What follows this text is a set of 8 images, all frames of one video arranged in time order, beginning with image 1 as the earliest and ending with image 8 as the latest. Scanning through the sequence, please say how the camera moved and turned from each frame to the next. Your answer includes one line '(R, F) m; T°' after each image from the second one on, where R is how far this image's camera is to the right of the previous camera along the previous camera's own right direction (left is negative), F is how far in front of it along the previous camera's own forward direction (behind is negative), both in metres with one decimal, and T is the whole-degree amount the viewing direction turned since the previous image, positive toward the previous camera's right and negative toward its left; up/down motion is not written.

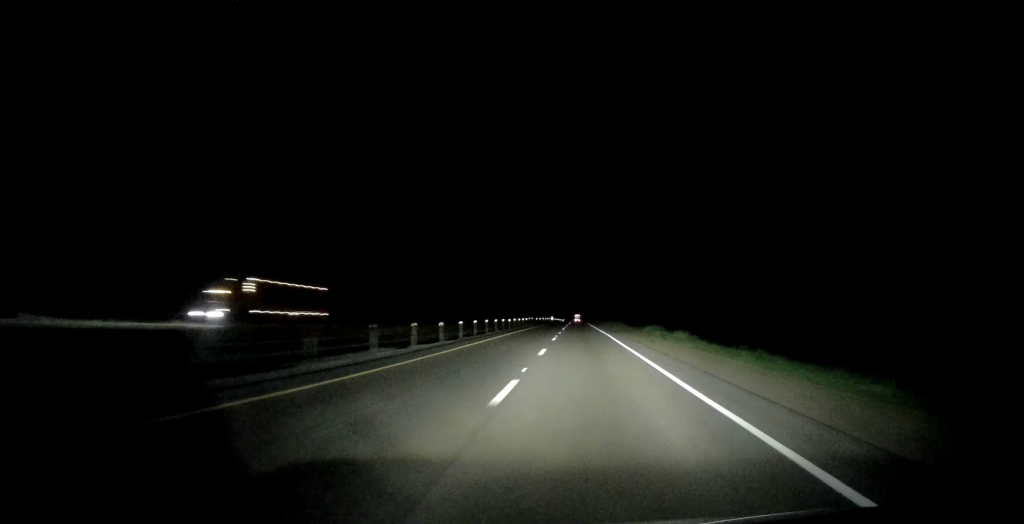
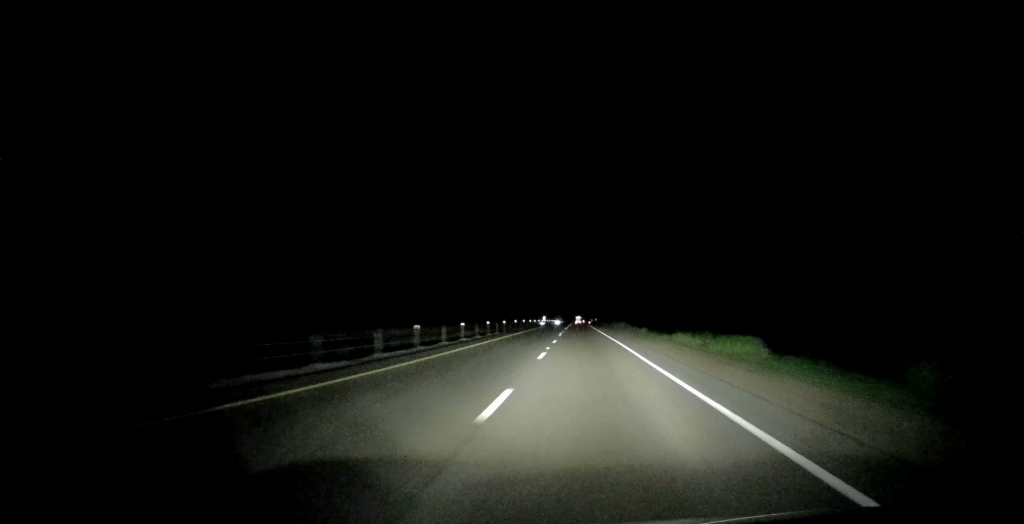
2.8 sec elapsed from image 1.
(-0.4, +86.8) m; 0°
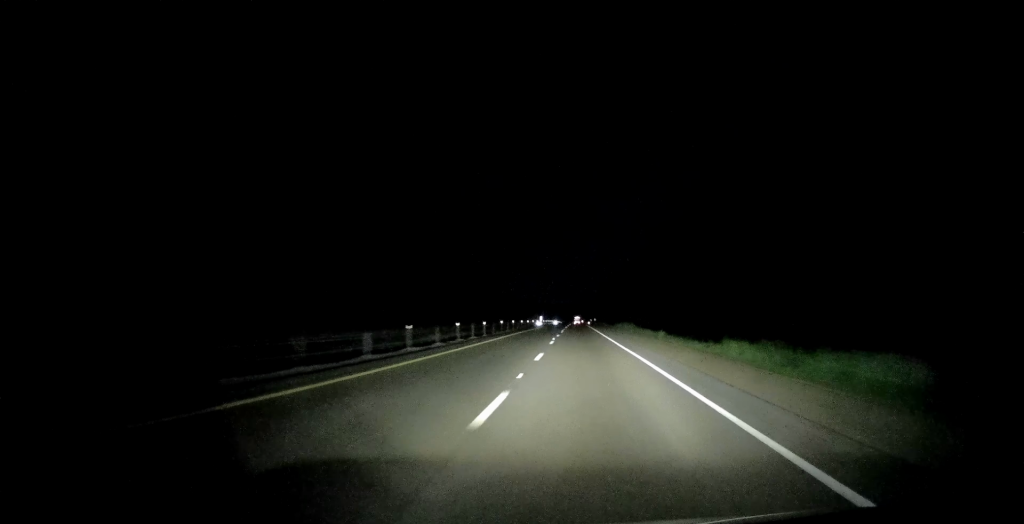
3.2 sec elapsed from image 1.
(-0.2, +12.6) m; 0°
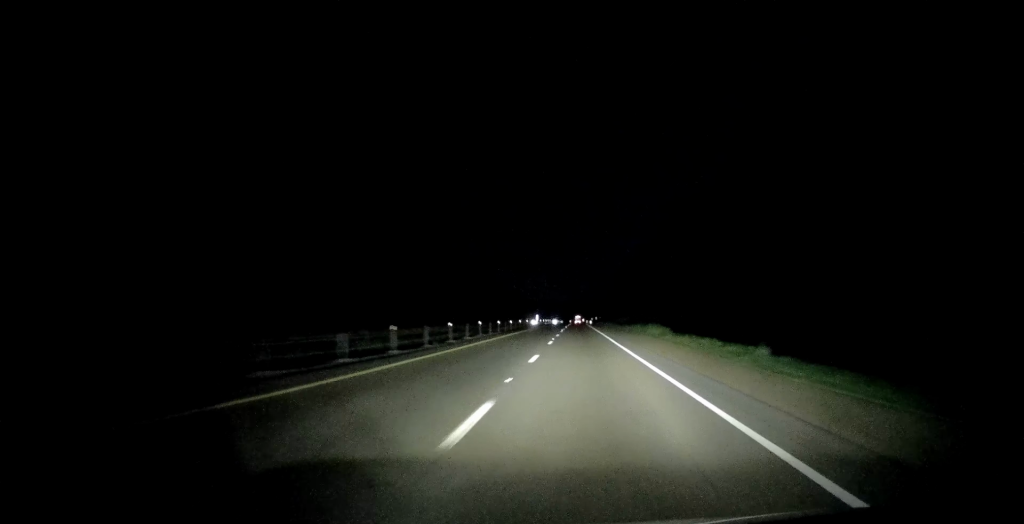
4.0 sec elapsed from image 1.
(+0.3, +25.1) m; 0°
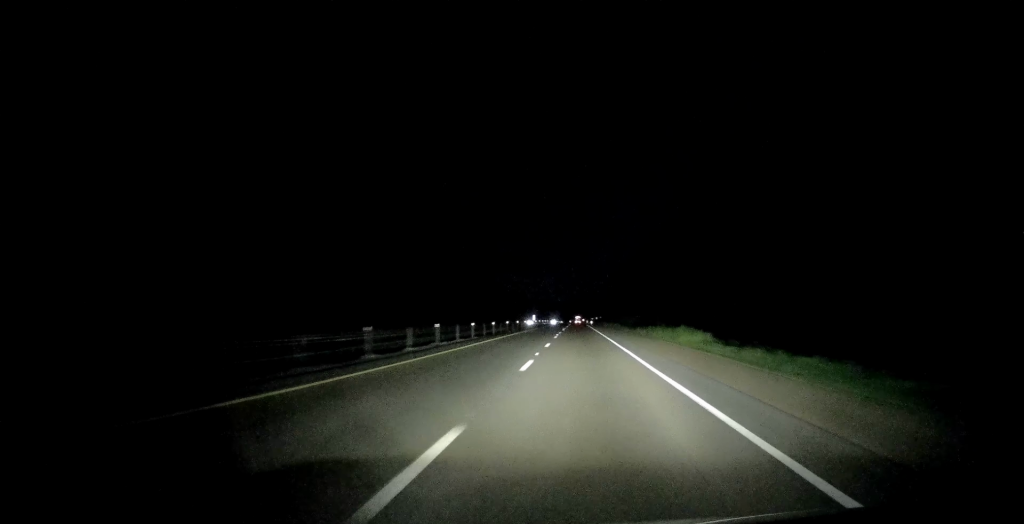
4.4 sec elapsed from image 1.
(-0.1, +14.7) m; 0°
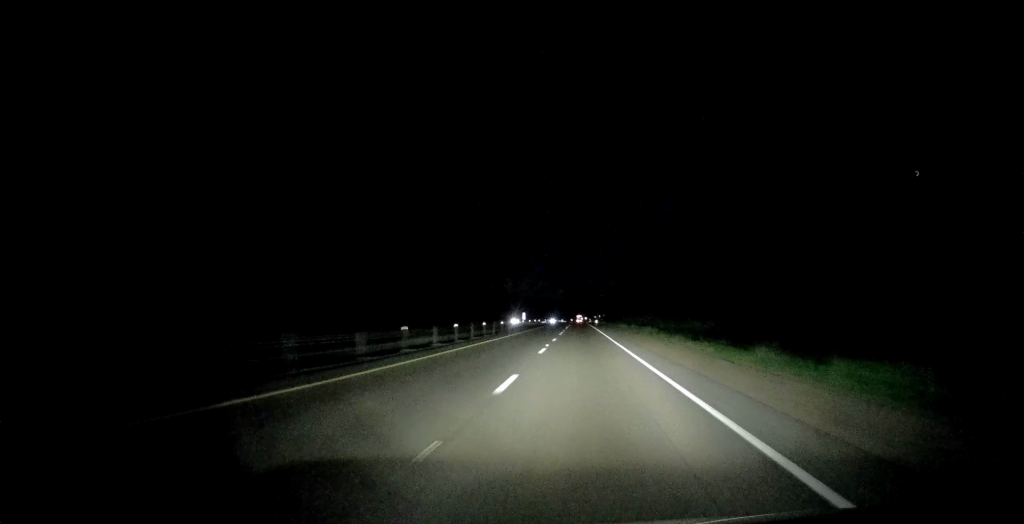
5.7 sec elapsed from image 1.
(0.0, +41.0) m; 0°
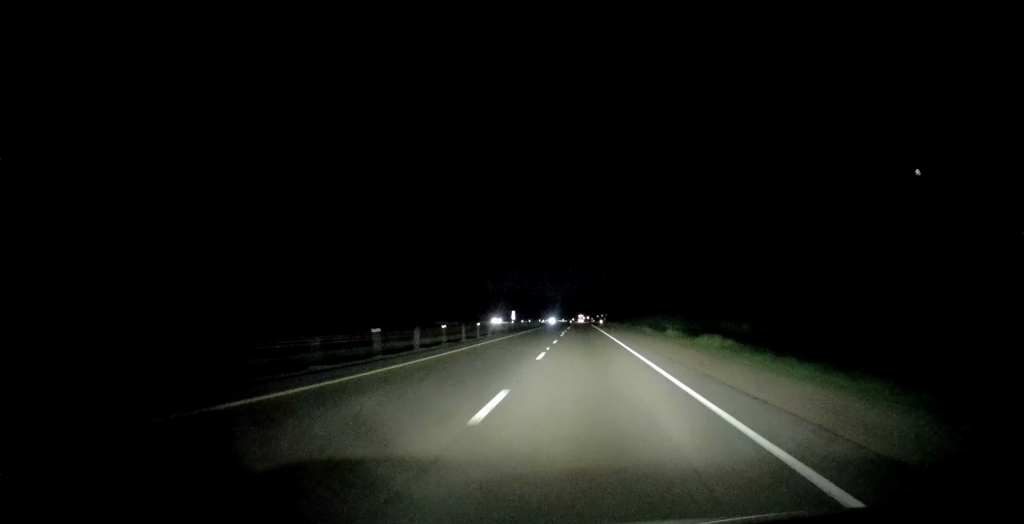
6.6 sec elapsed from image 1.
(-0.1, +27.3) m; -1°
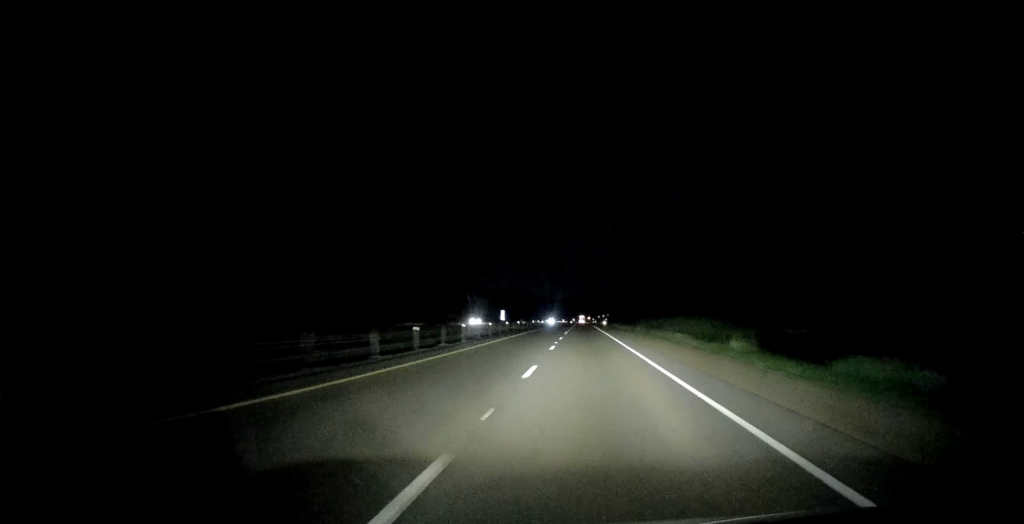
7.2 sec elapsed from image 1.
(-0.1, +17.9) m; -1°
